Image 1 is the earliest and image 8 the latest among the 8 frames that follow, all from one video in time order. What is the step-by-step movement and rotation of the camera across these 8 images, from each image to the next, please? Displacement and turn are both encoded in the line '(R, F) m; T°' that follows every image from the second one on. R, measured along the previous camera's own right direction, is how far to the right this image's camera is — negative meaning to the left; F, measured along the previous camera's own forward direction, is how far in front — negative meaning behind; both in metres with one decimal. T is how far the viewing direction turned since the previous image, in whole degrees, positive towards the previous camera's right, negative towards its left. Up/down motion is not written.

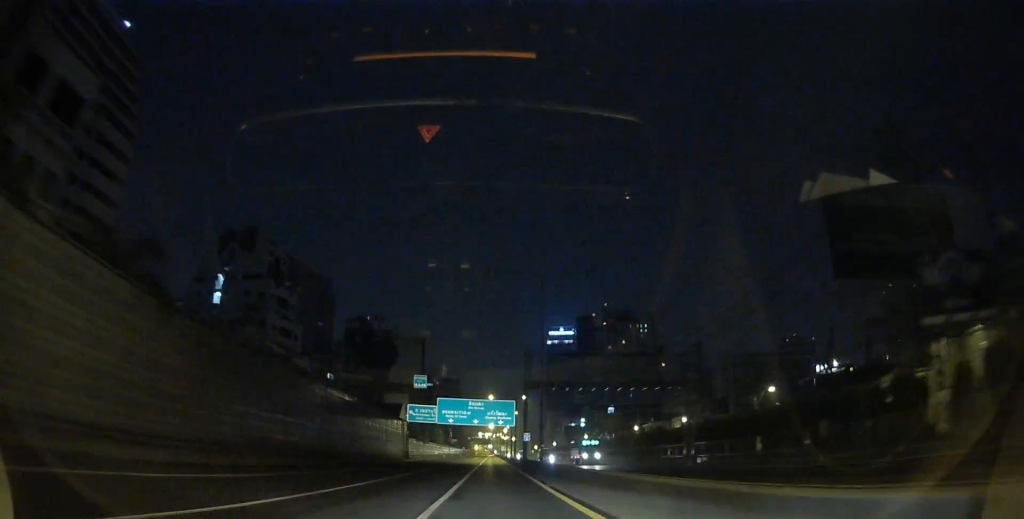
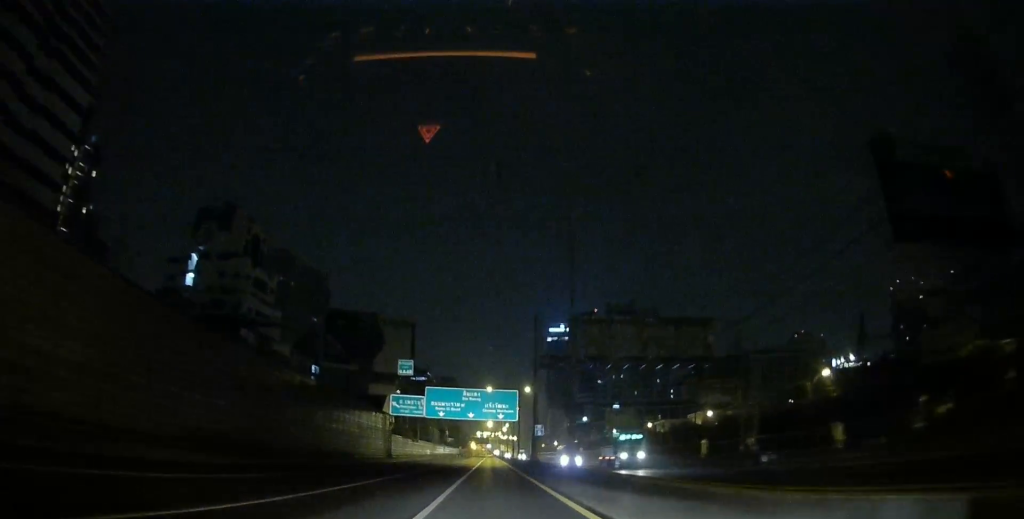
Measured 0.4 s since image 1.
(0.0, +12.8) m; 0°
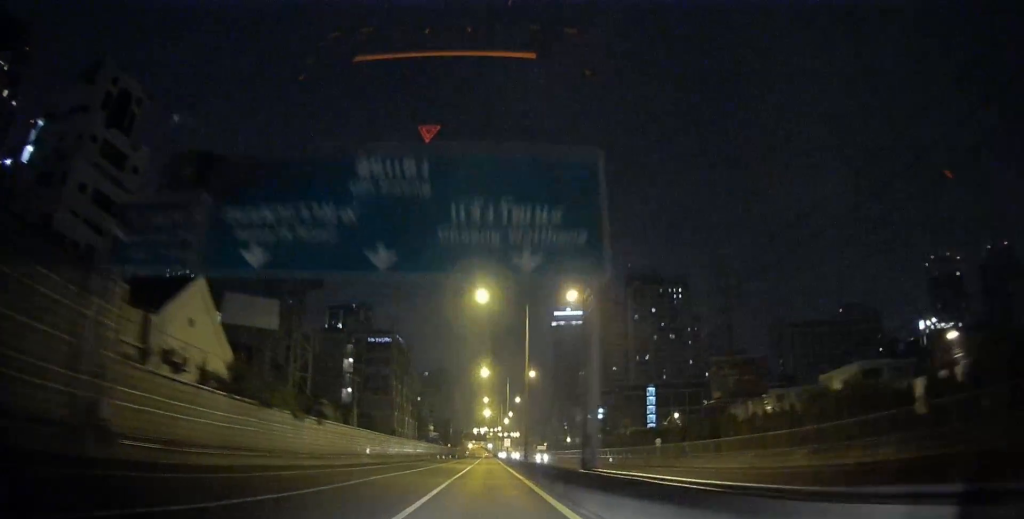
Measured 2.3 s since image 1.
(+0.2, +56.5) m; 0°
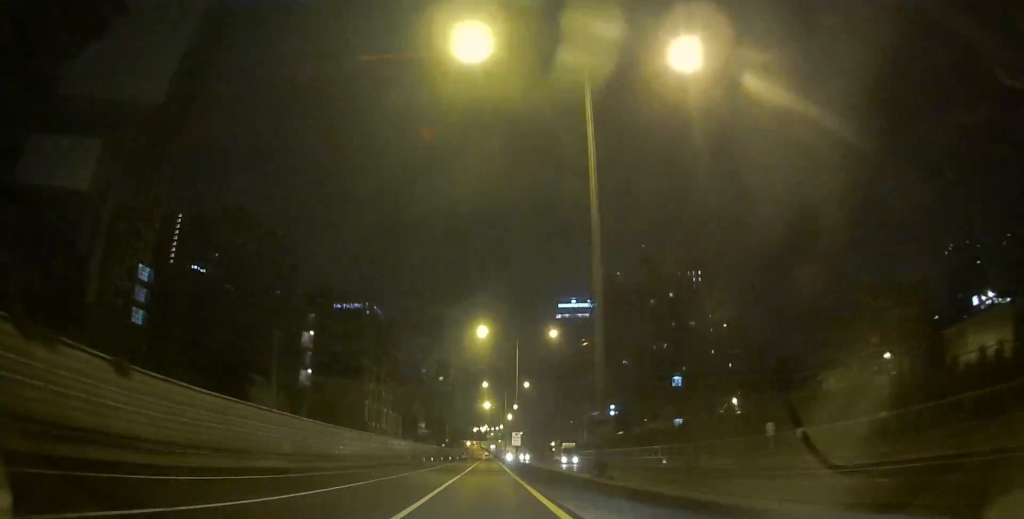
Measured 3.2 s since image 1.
(-0.1, +25.4) m; 0°
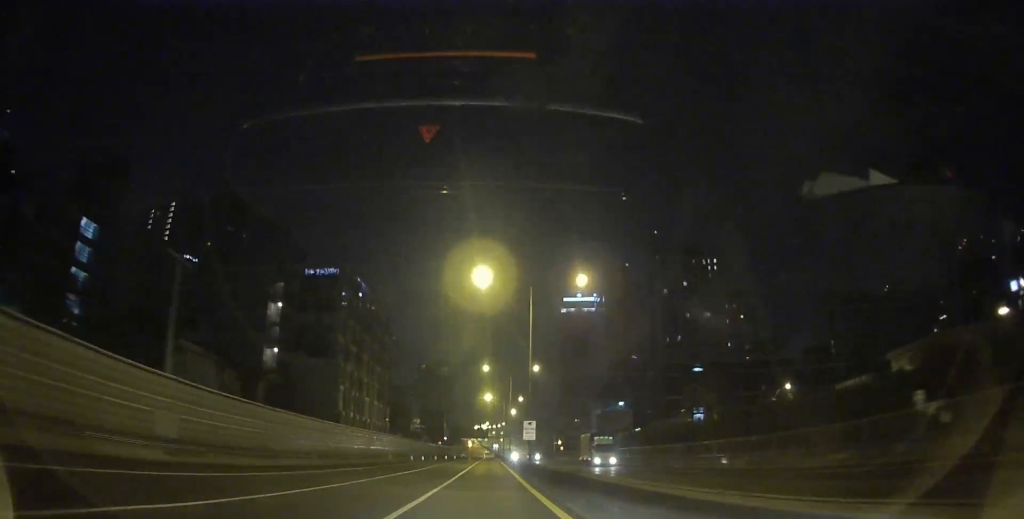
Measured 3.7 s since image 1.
(-0.1, +15.8) m; 0°
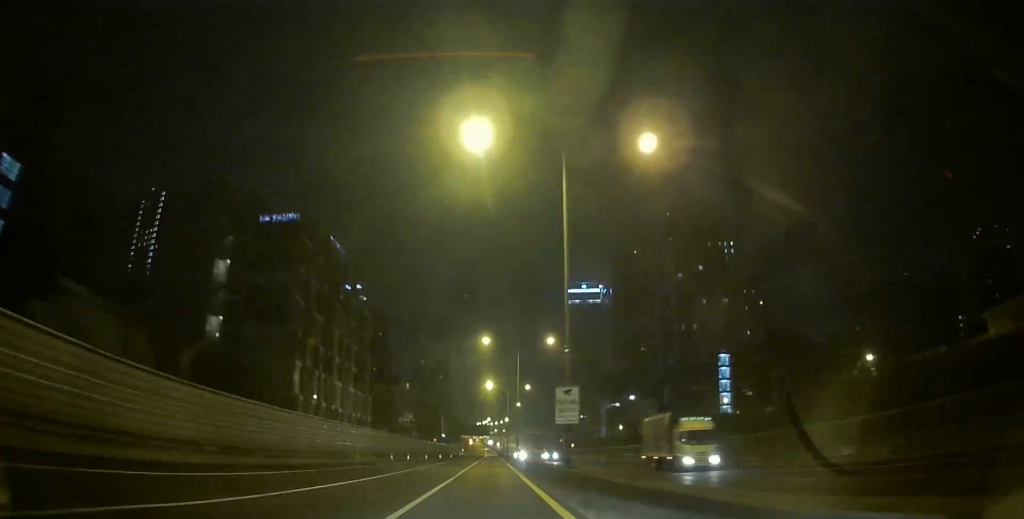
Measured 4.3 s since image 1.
(-0.1, +16.3) m; 0°
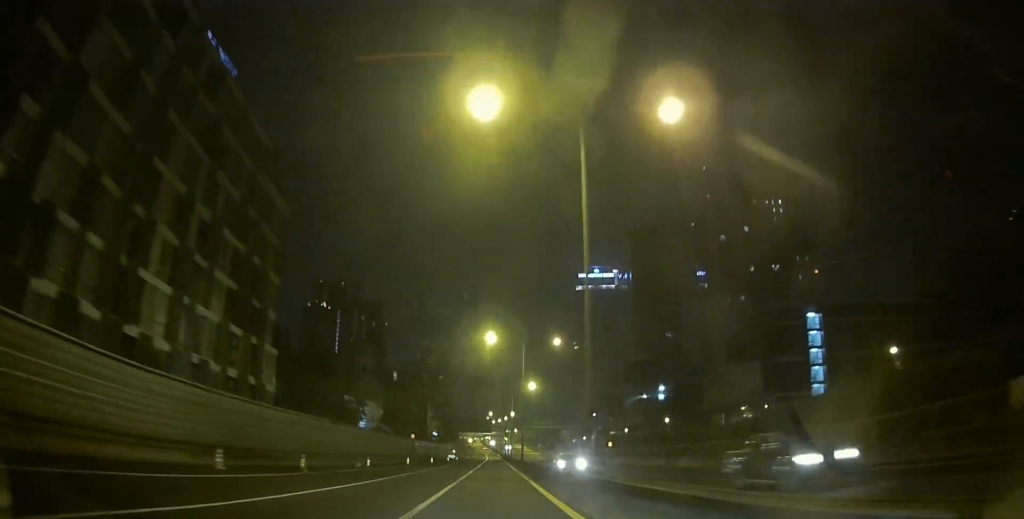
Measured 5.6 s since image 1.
(-0.1, +39.5) m; 0°
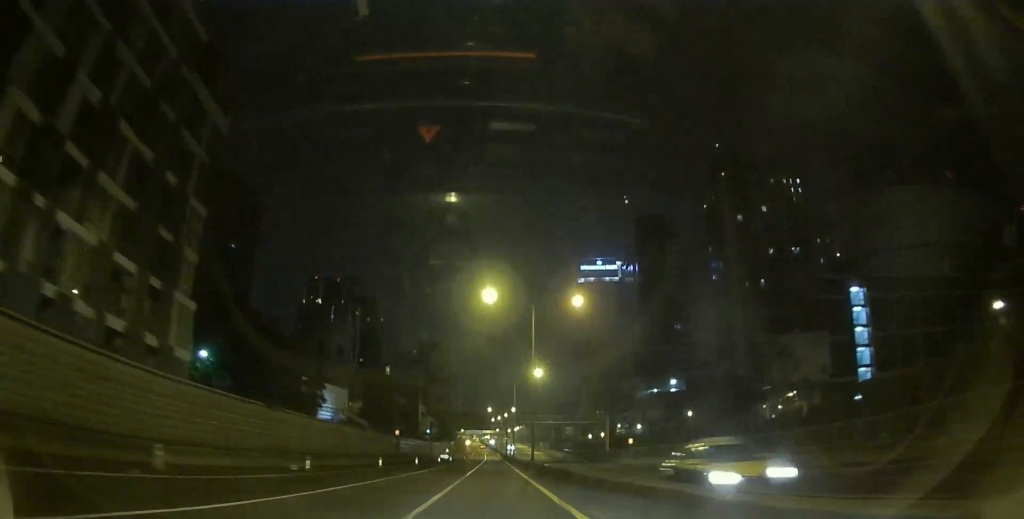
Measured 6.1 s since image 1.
(0.0, +14.1) m; 0°
